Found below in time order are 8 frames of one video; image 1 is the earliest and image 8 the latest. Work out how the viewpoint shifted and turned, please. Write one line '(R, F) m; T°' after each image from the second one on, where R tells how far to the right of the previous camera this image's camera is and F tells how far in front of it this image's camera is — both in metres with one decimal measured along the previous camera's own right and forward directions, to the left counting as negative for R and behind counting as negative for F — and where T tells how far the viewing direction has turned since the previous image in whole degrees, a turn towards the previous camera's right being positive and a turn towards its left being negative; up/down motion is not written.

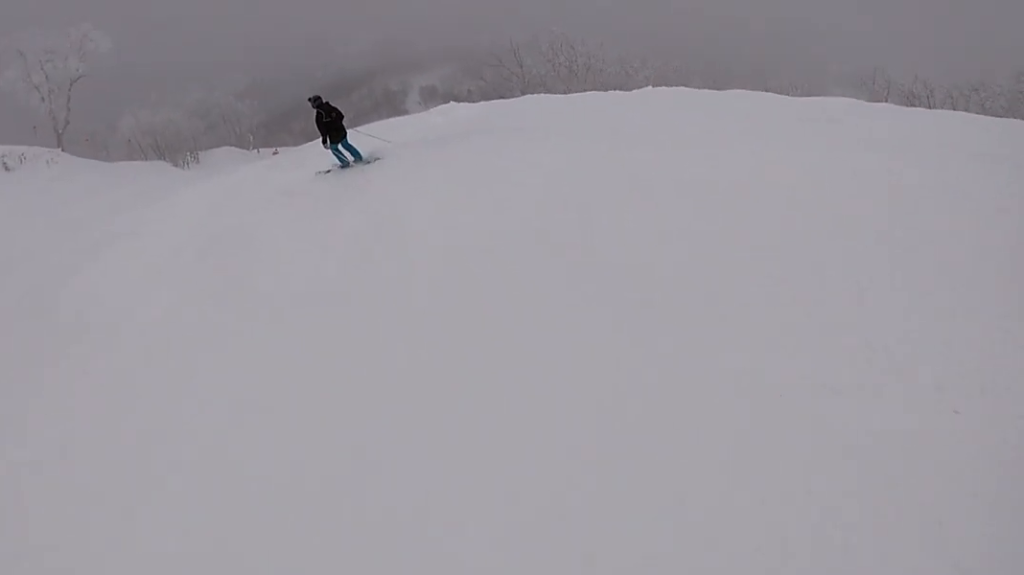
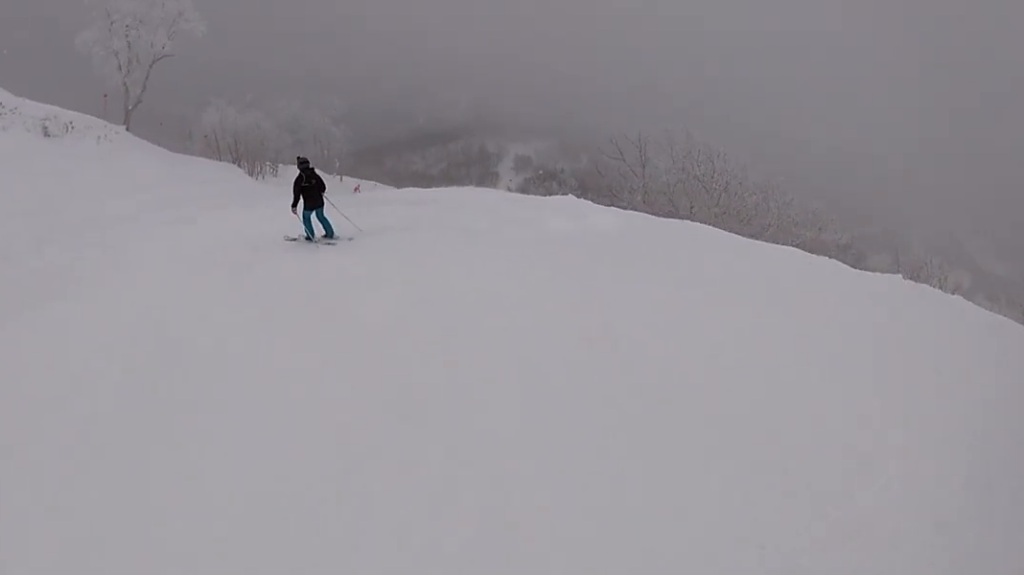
(-0.9, +4.4) m; -6°
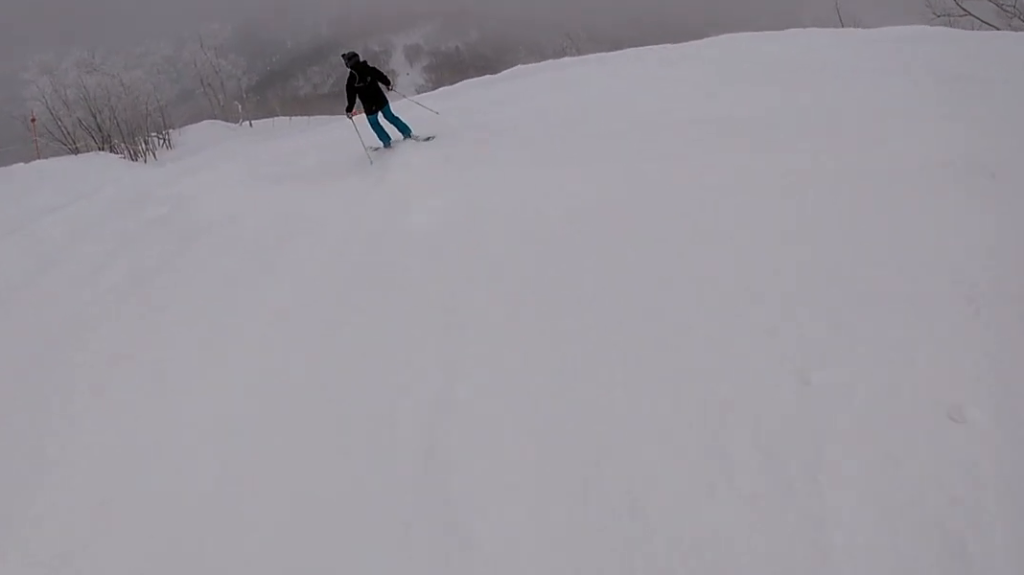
(+1.8, +19.2) m; +16°
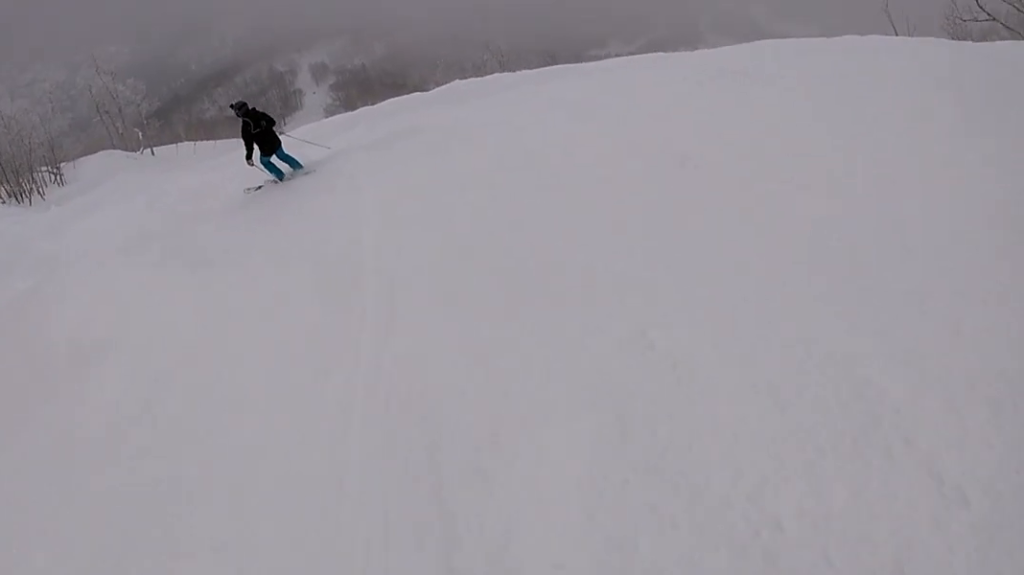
(0.0, +3.5) m; -6°
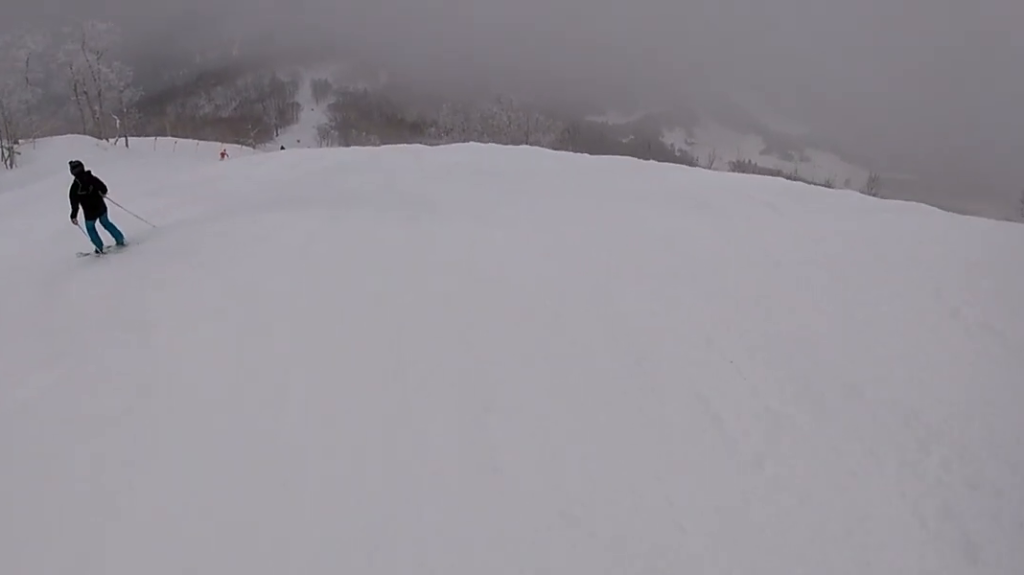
(+0.1, +4.3) m; -7°
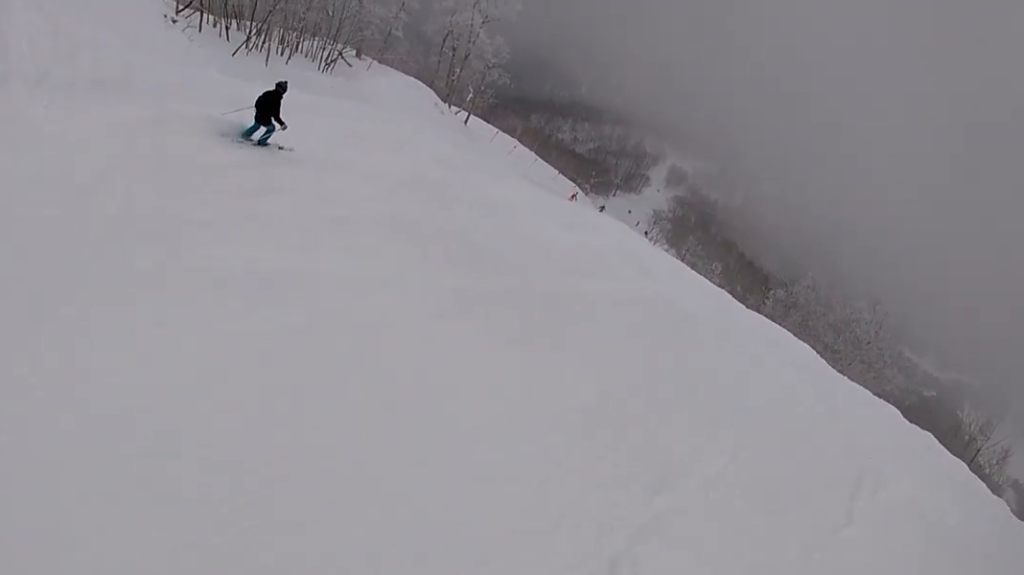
(-1.3, +7.0) m; -8°
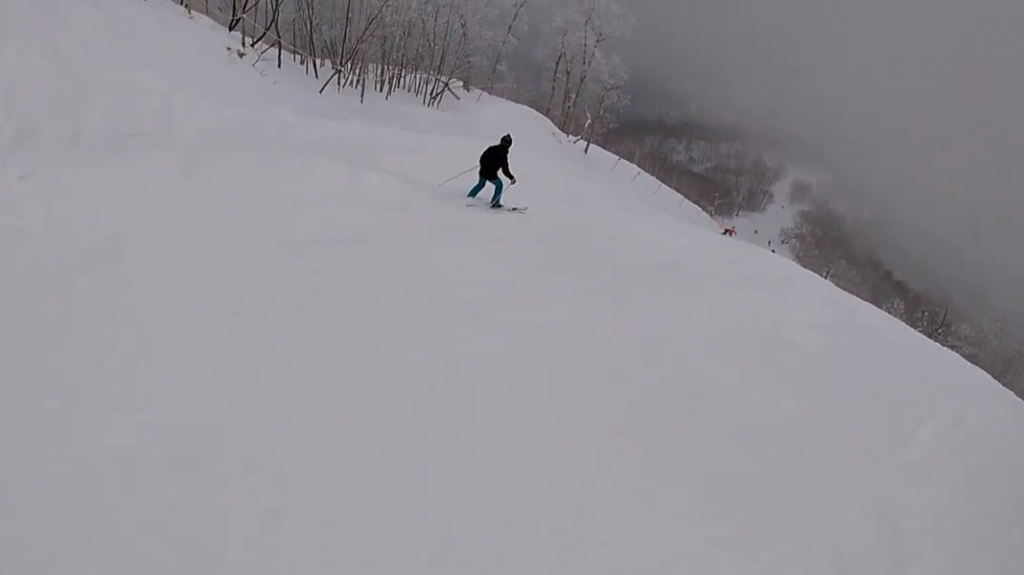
(-0.2, +3.0) m; +13°
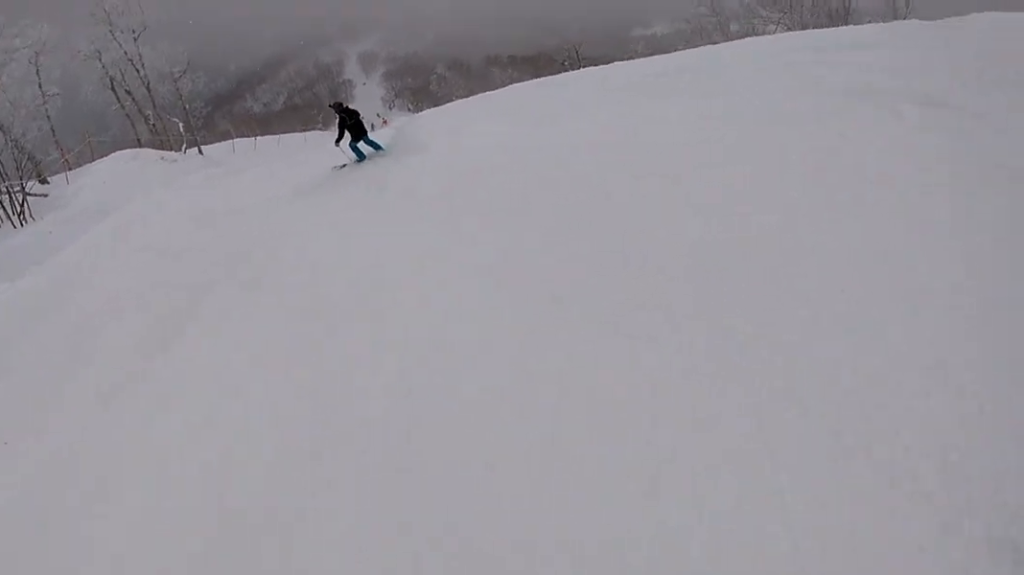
(+1.5, +4.8) m; +20°
